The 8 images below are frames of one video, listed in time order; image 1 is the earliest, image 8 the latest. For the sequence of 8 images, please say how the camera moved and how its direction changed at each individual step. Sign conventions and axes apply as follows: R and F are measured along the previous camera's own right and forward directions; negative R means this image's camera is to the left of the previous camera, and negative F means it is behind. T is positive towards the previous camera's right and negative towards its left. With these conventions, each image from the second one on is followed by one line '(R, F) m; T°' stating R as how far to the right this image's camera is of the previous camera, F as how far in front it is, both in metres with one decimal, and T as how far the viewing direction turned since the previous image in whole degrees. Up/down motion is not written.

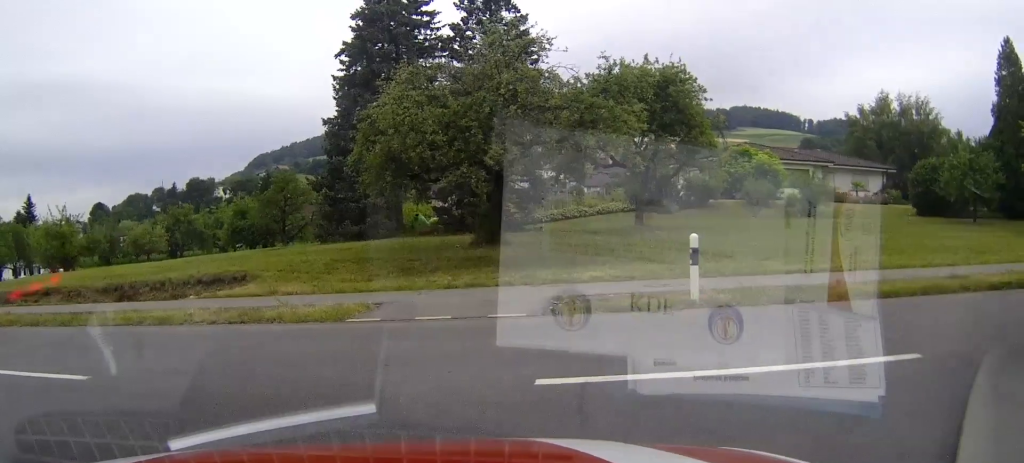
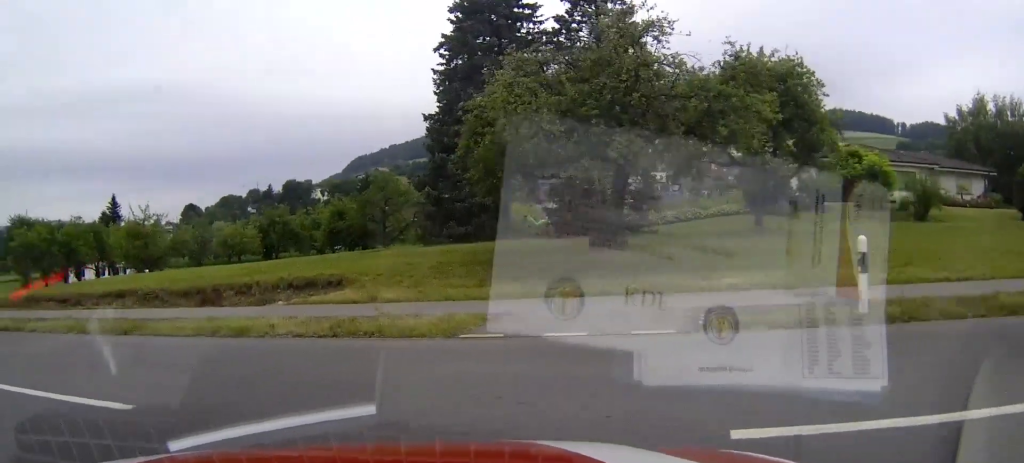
(0.0, +1.4) m; -8°
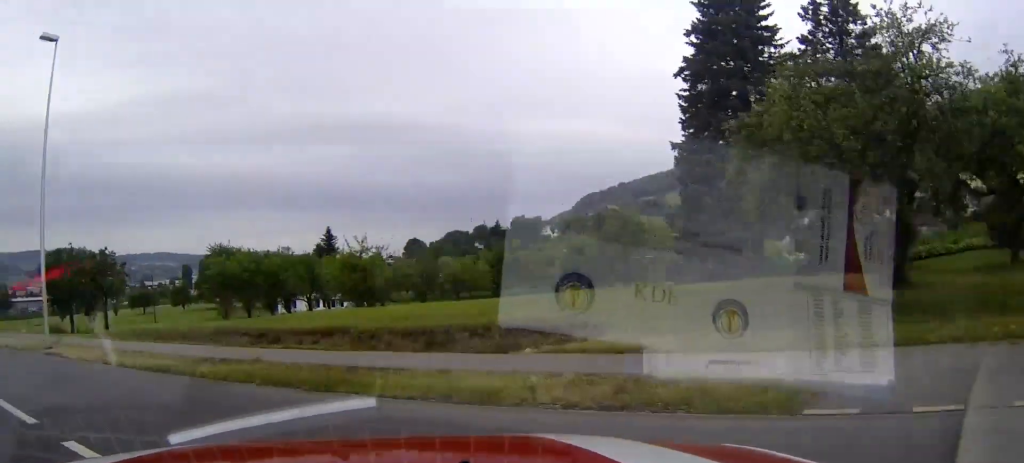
(-0.1, +2.1) m; -5°
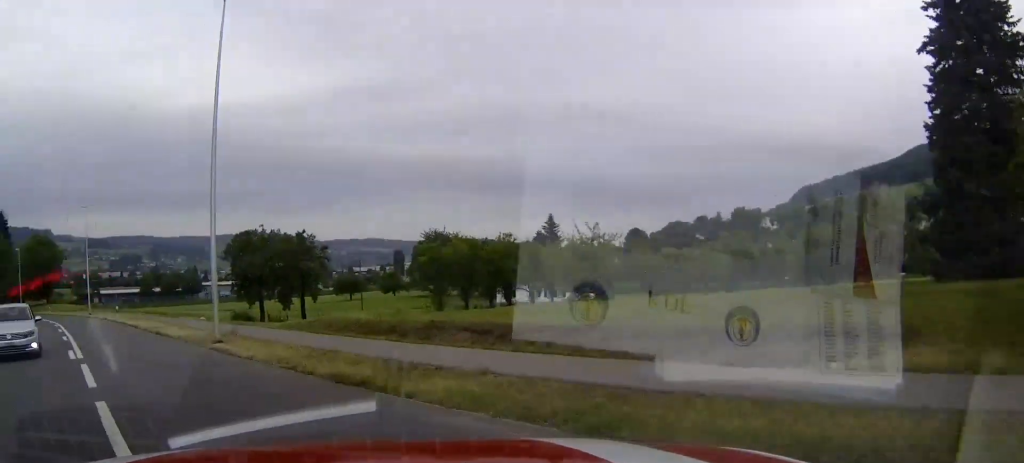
(0.0, +2.0) m; -3°
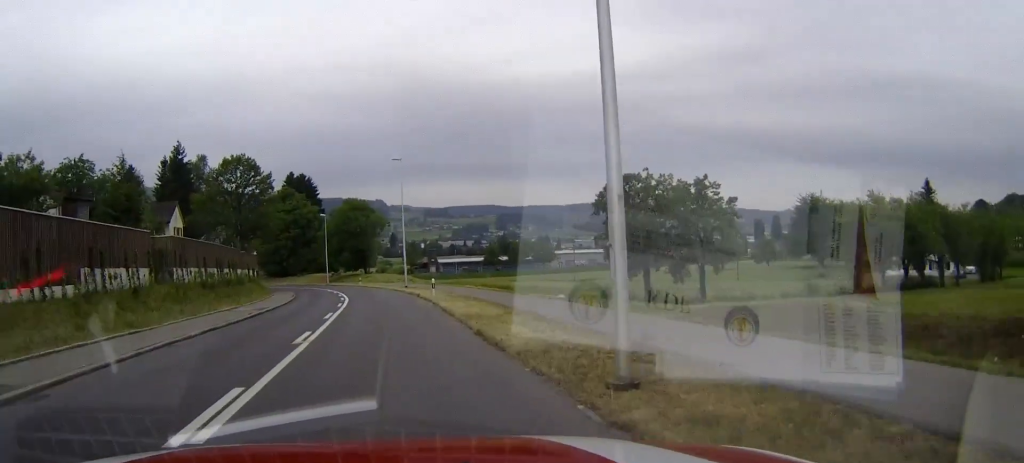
(-1.5, +11.0) m; -17°
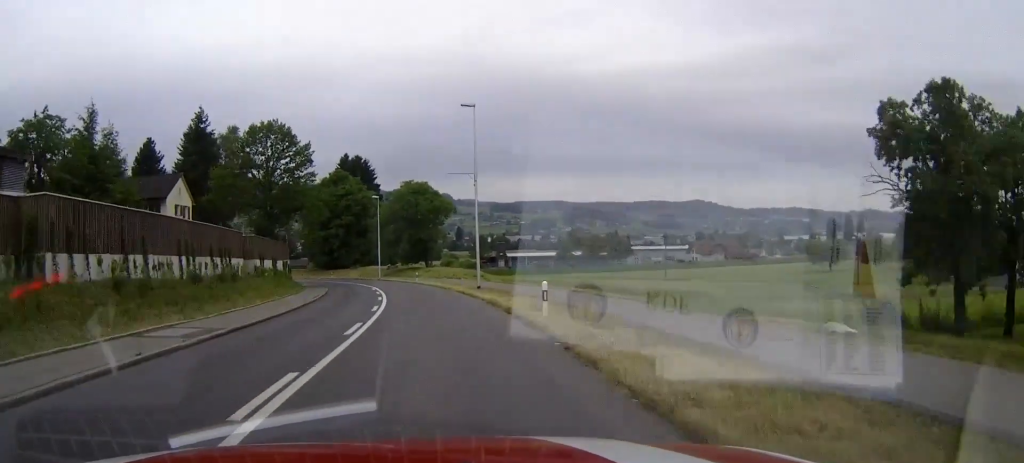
(-2.1, +15.2) m; -10°
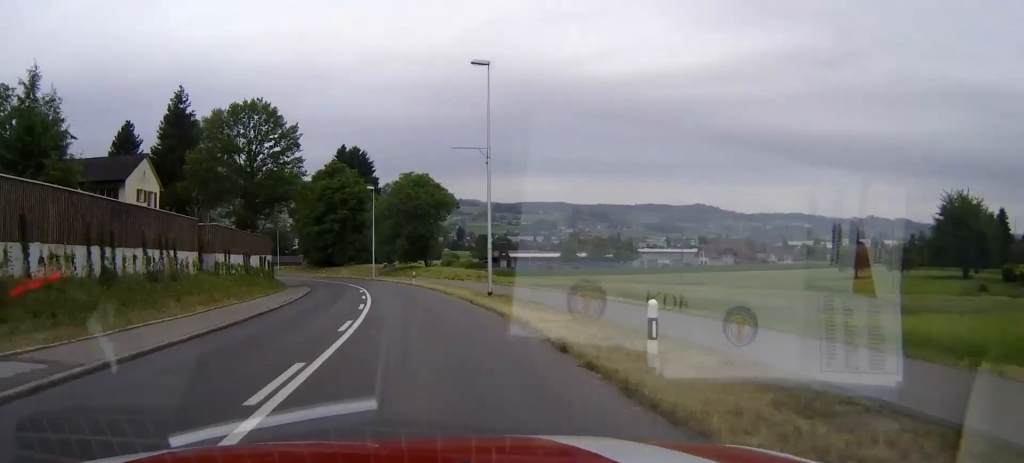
(+0.1, +8.0) m; 0°
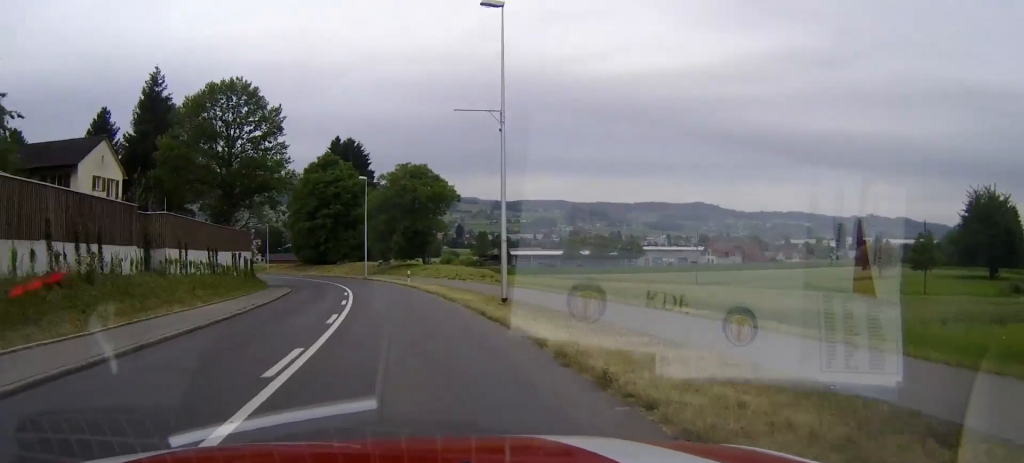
(+0.1, +6.3) m; 0°
